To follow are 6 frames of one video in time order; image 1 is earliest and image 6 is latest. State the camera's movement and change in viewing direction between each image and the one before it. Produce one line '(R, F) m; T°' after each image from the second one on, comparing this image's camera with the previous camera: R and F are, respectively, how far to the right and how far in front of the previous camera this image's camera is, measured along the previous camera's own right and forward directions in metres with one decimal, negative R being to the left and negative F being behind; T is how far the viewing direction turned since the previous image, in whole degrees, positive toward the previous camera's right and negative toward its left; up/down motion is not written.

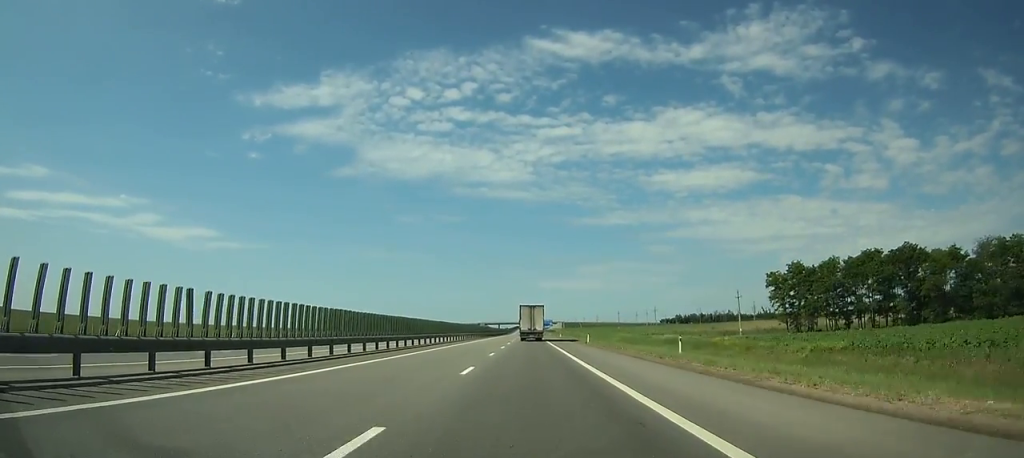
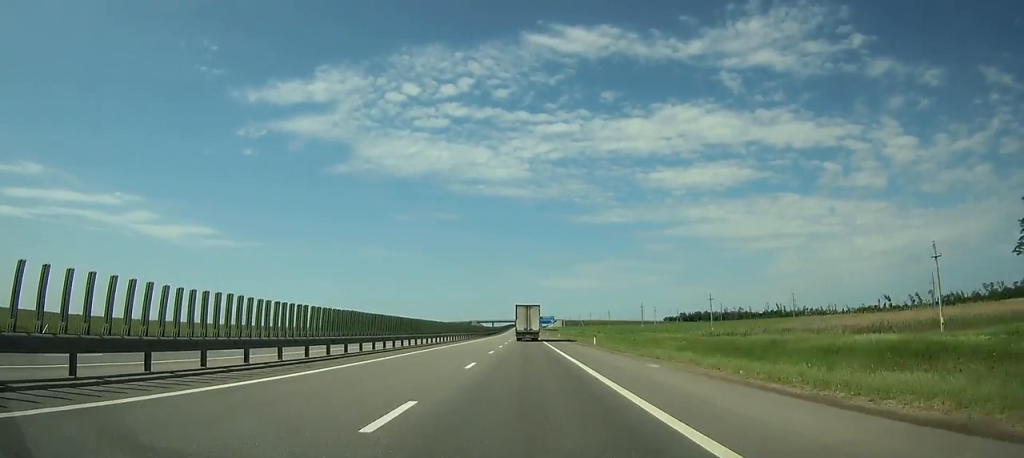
(0.0, +57.9) m; 0°
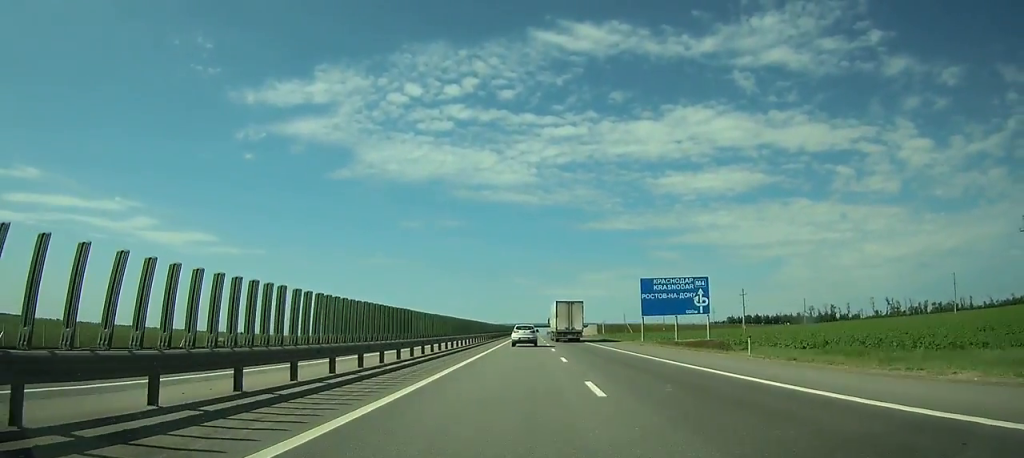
(-4.0, +222.8) m; -1°
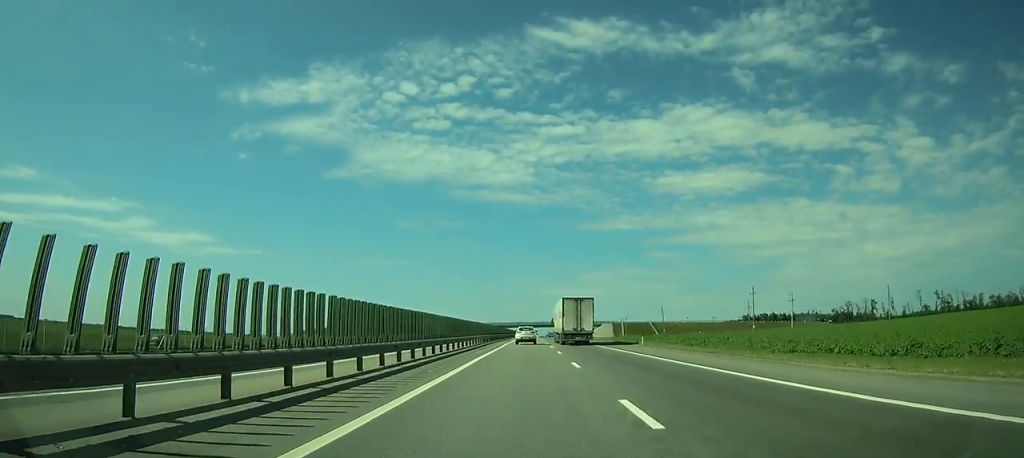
(+0.5, +75.2) m; +1°
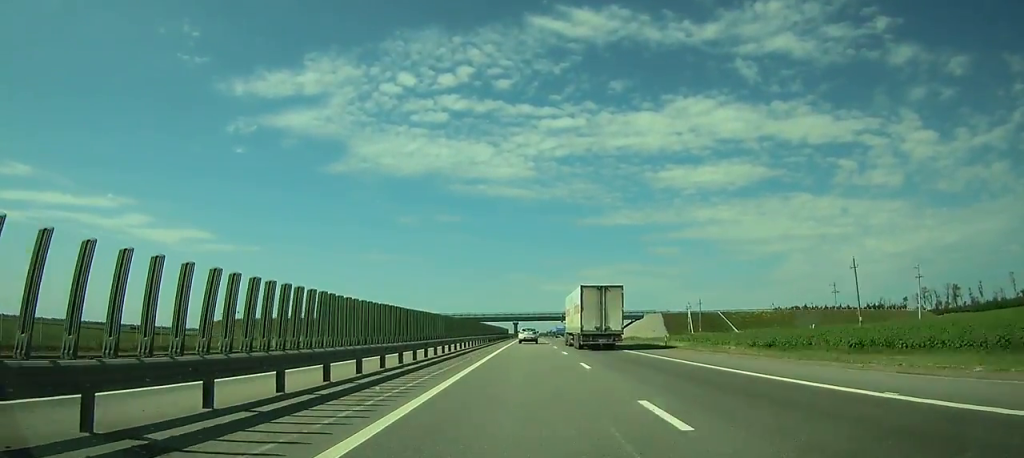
(+0.3, +110.1) m; 0°
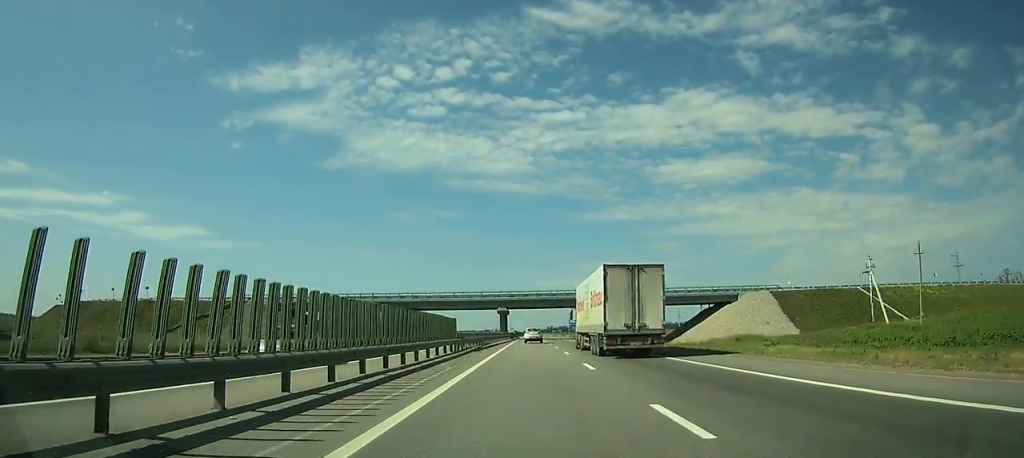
(+0.1, +85.0) m; 0°
